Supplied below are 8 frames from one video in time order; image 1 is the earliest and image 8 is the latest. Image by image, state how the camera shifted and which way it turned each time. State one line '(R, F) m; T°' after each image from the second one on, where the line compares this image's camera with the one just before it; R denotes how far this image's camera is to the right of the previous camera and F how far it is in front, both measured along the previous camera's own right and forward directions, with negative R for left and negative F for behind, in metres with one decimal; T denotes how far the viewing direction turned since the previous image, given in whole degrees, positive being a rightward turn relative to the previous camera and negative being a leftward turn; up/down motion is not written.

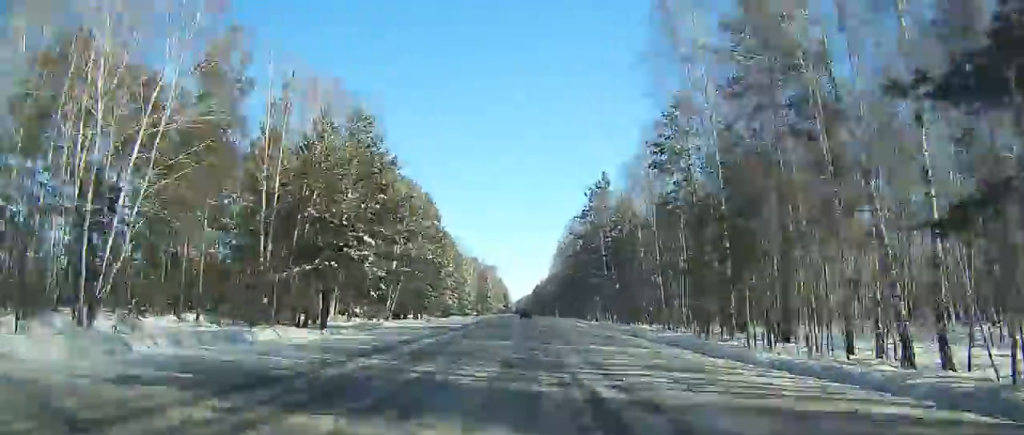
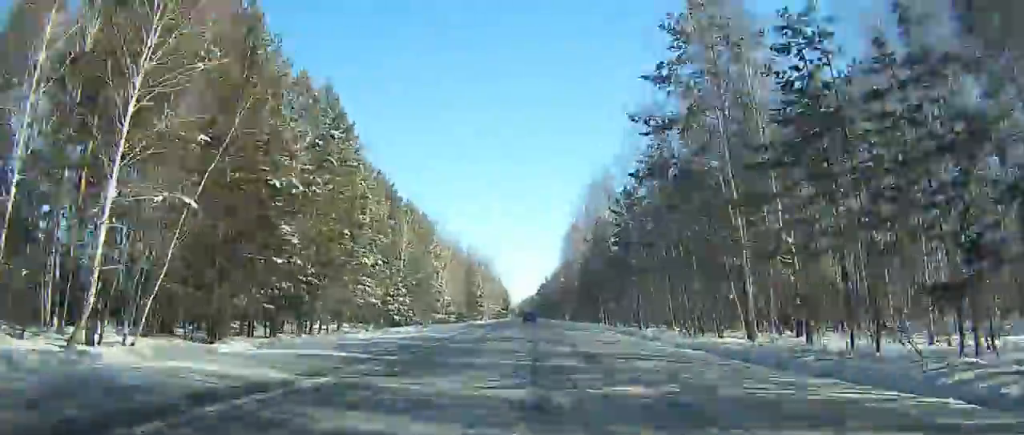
(0.0, +37.1) m; 0°
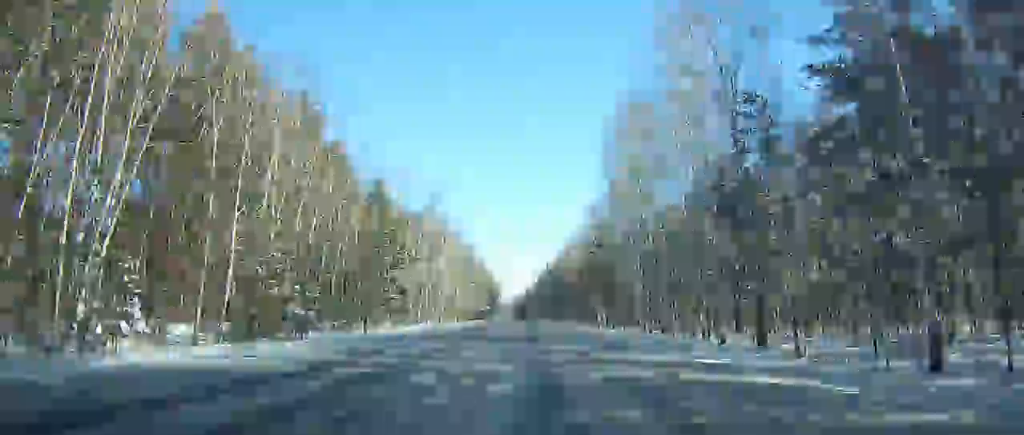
(0.0, +66.7) m; -3°
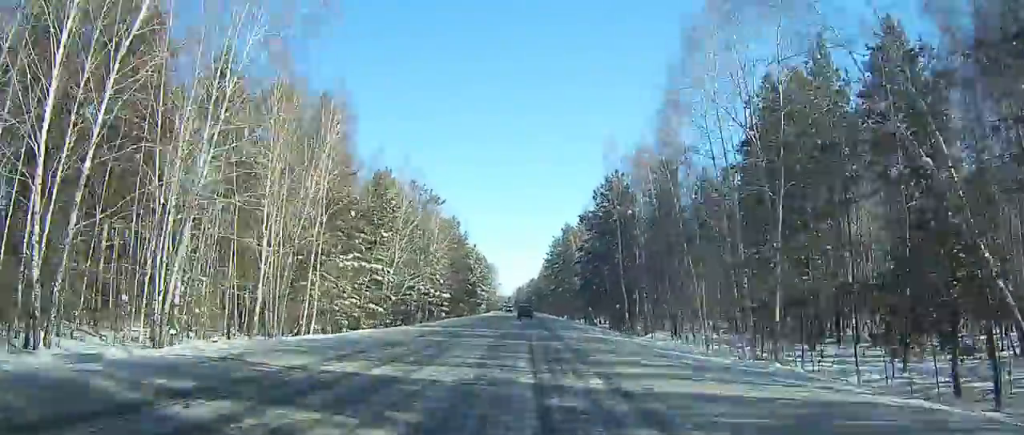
(-4.1, +68.2) m; +1°
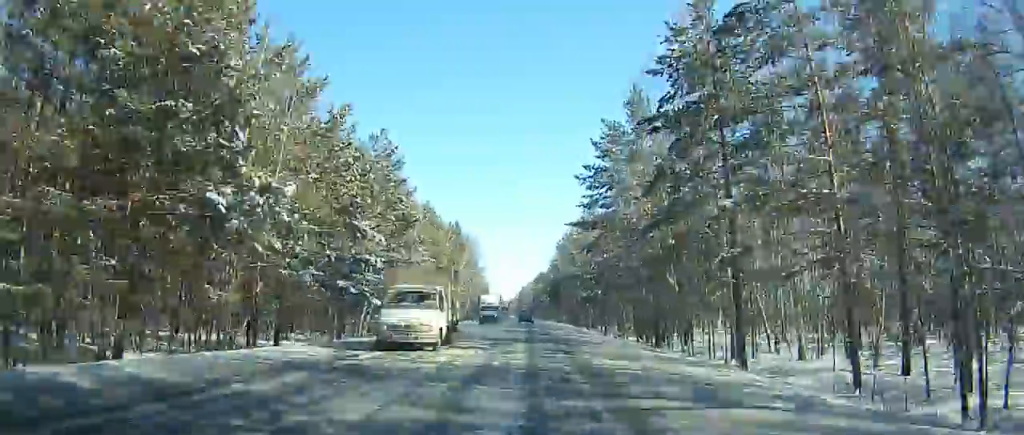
(+8.4, +92.8) m; +4°
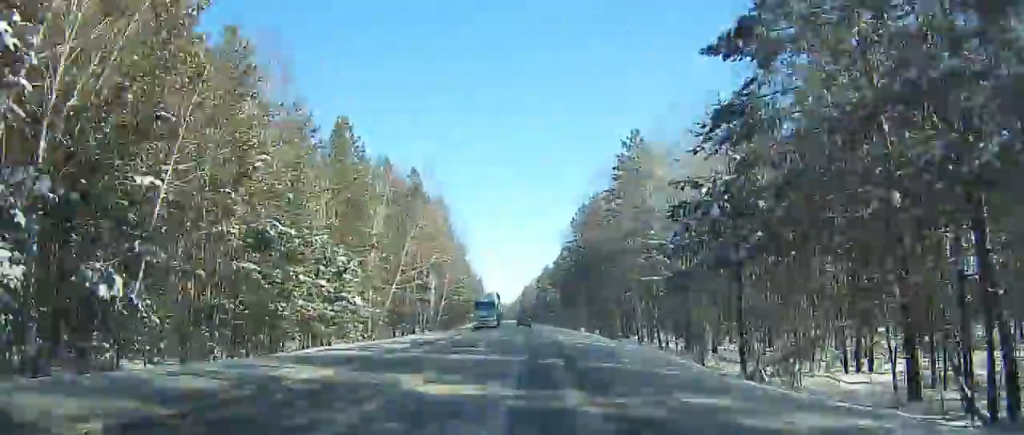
(-1.5, +48.6) m; -3°
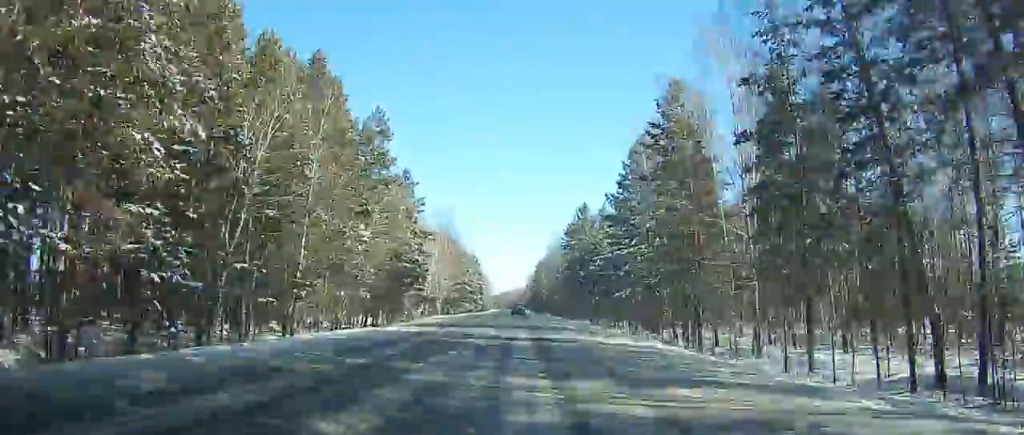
(-3.6, +95.0) m; -3°
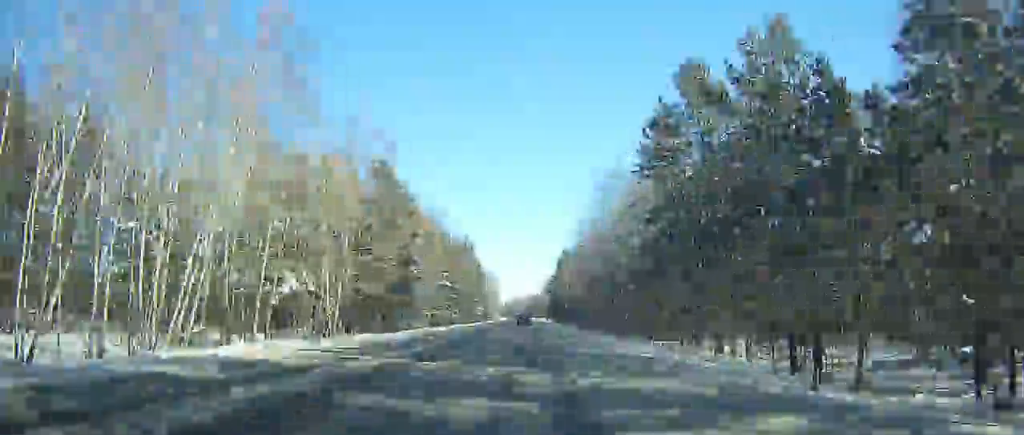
(-0.7, +60.1) m; -1°
